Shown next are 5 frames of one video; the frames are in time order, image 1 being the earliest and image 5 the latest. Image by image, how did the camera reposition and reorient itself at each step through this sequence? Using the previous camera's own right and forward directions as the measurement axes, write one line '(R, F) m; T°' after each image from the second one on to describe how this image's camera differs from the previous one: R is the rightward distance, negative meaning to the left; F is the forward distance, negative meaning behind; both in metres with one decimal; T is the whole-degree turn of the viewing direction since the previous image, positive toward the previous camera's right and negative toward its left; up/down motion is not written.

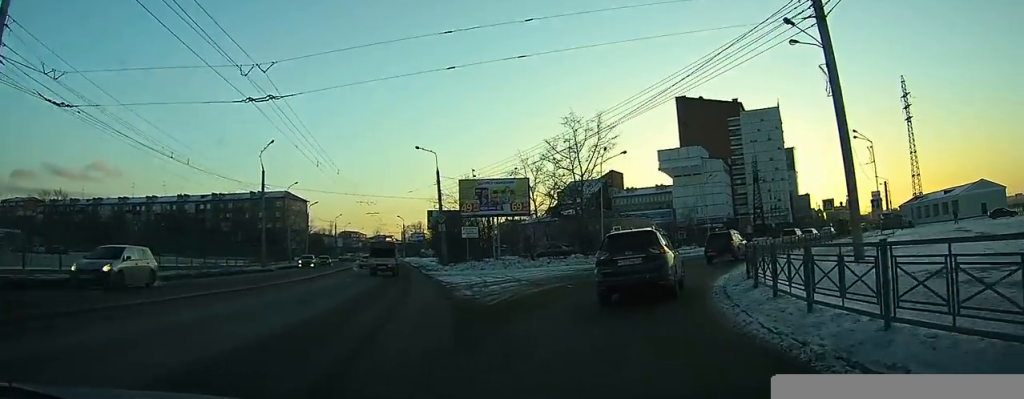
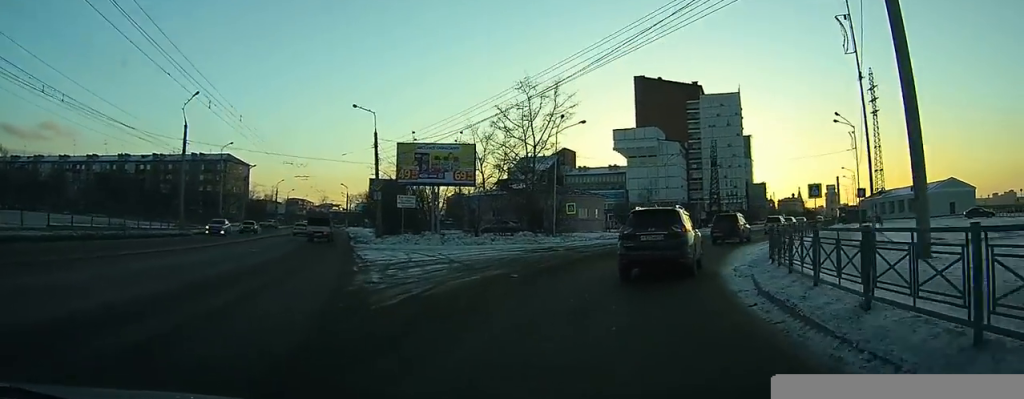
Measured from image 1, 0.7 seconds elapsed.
(0.0, +6.1) m; +1°
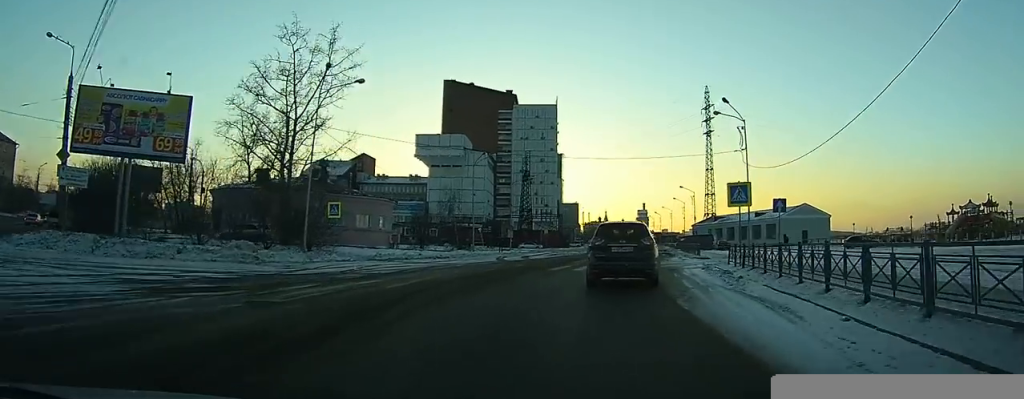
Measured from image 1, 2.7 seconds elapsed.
(+1.4, +17.2) m; +10°
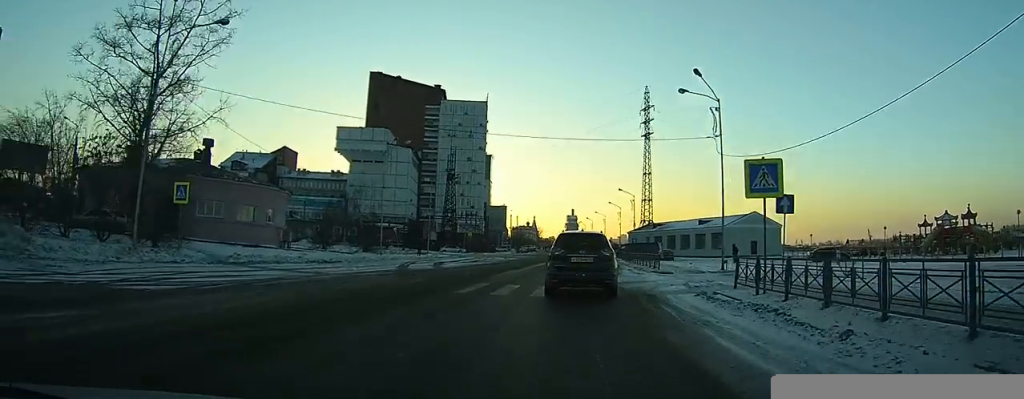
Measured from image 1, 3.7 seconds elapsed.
(+0.3, +8.5) m; +8°
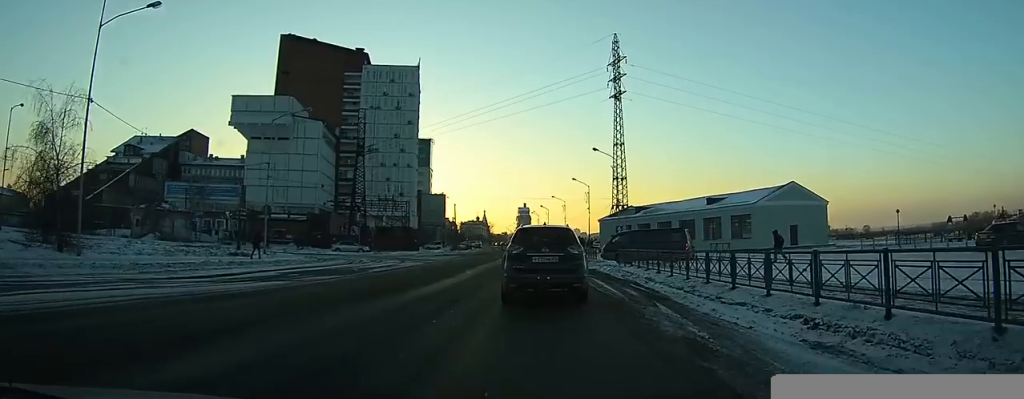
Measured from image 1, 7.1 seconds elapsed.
(+7.1, +28.7) m; +19°
